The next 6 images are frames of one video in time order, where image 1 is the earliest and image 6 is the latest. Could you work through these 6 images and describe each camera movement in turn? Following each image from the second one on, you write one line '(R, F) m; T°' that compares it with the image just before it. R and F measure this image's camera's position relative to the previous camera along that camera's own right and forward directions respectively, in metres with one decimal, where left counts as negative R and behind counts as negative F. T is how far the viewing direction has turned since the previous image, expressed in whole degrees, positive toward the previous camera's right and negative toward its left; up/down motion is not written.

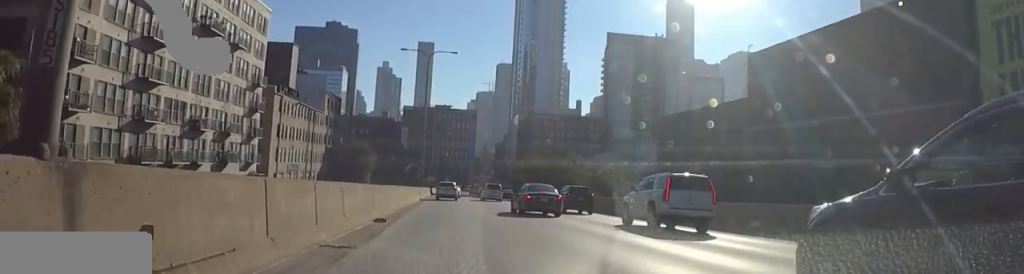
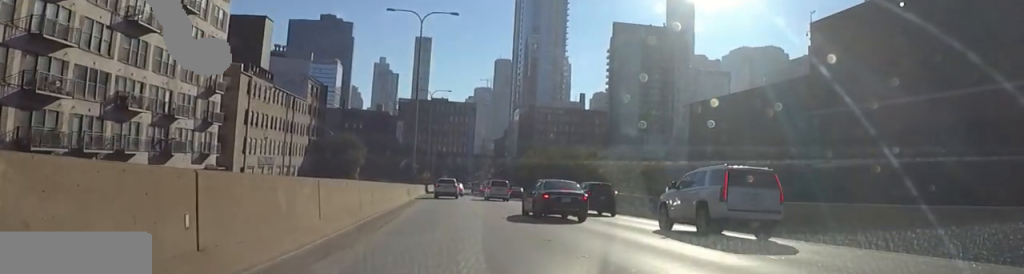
(0.0, +12.2) m; 0°
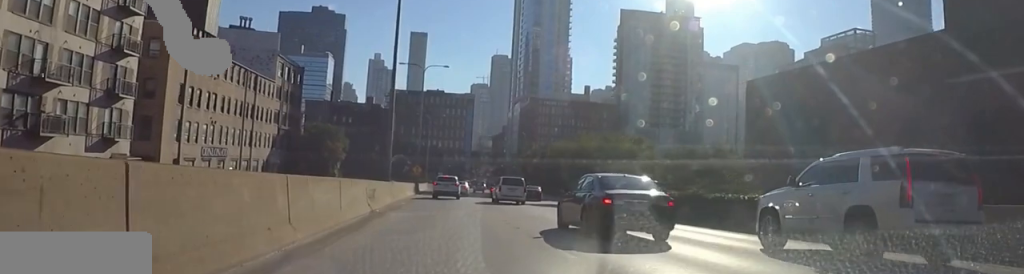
(0.0, +16.2) m; 0°
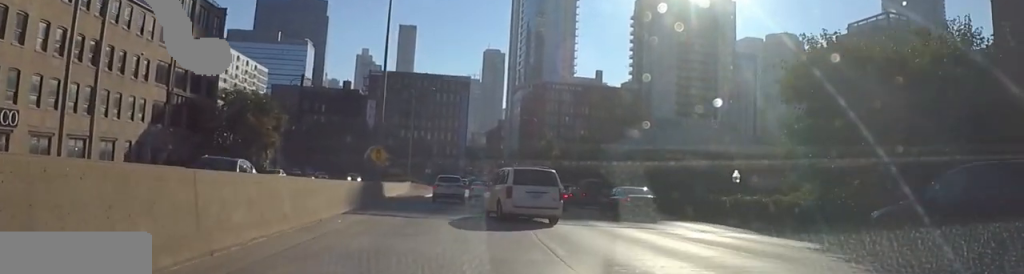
(0.0, +33.5) m; 0°
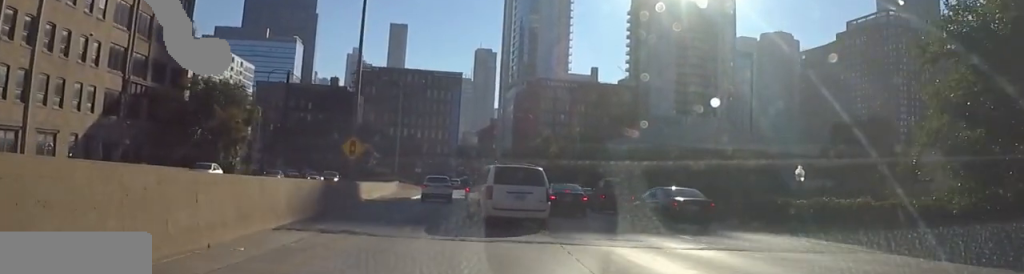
(0.0, +6.6) m; 0°
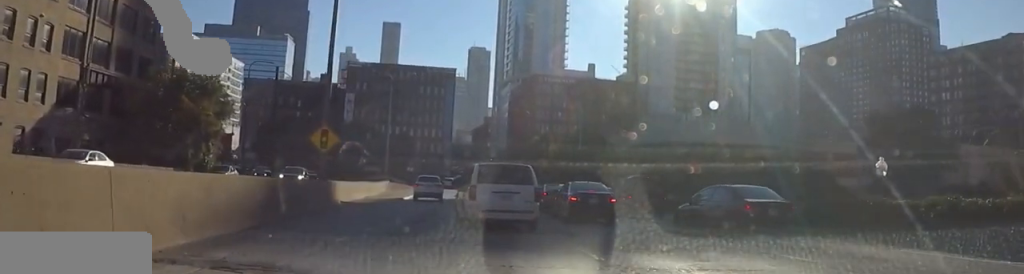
(0.0, +5.4) m; 0°
